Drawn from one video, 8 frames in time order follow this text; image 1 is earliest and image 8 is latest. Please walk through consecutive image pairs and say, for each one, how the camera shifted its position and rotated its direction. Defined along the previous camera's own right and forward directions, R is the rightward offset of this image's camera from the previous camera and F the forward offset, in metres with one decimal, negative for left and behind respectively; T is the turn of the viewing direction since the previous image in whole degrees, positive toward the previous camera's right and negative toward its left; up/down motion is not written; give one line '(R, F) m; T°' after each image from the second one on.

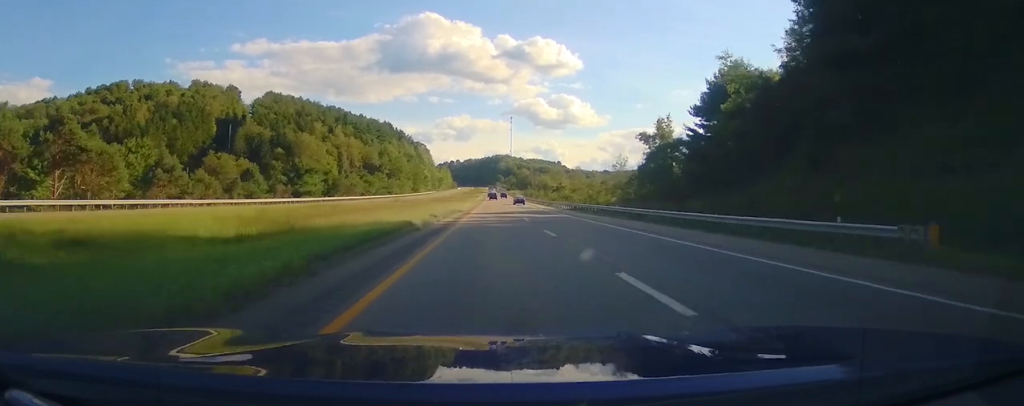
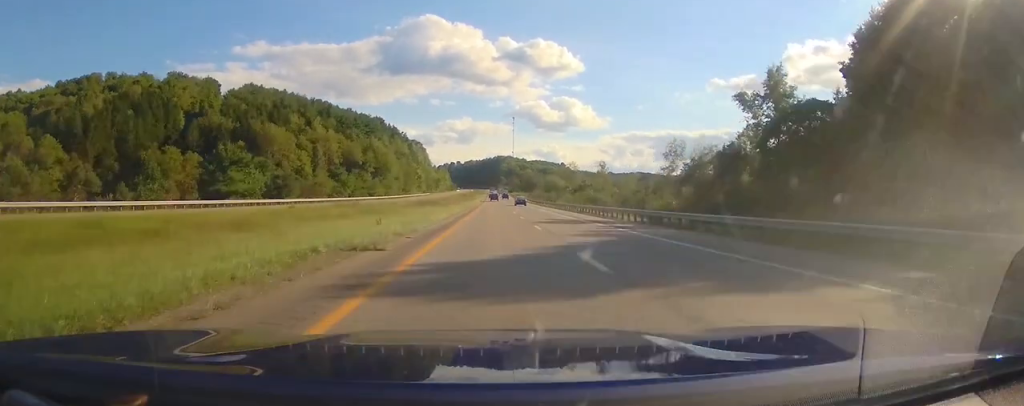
(0.0, +35.3) m; 0°
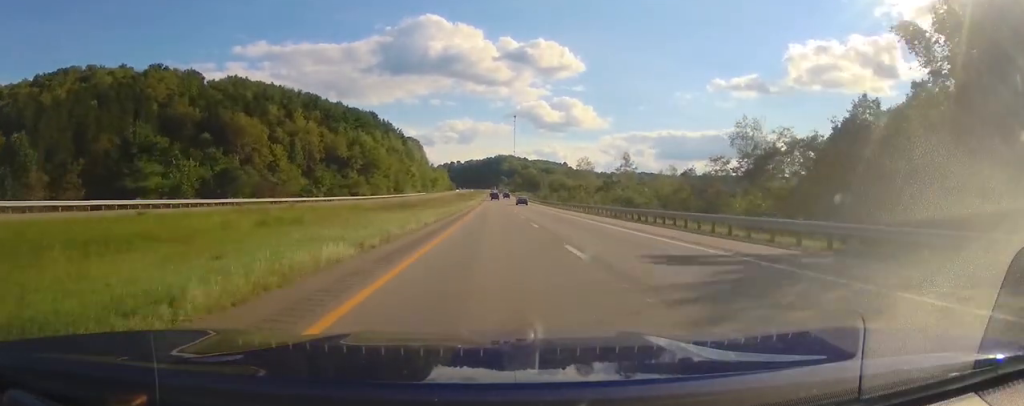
(0.0, +23.9) m; 0°
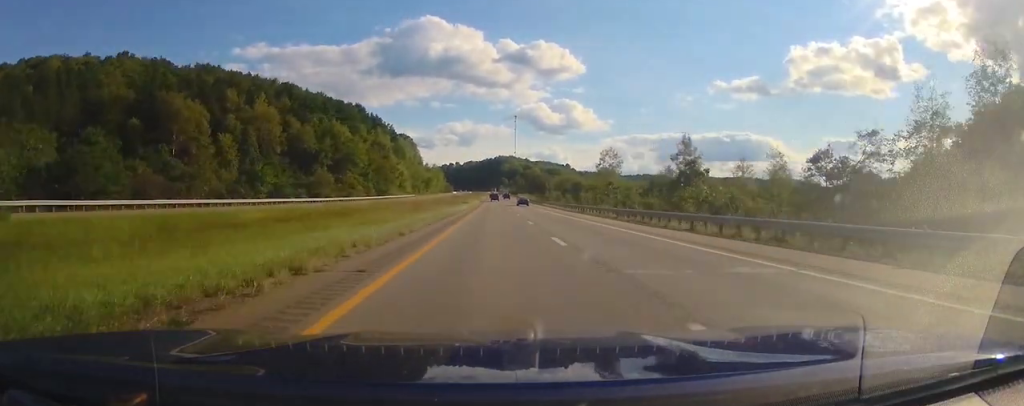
(0.0, +35.3) m; 0°
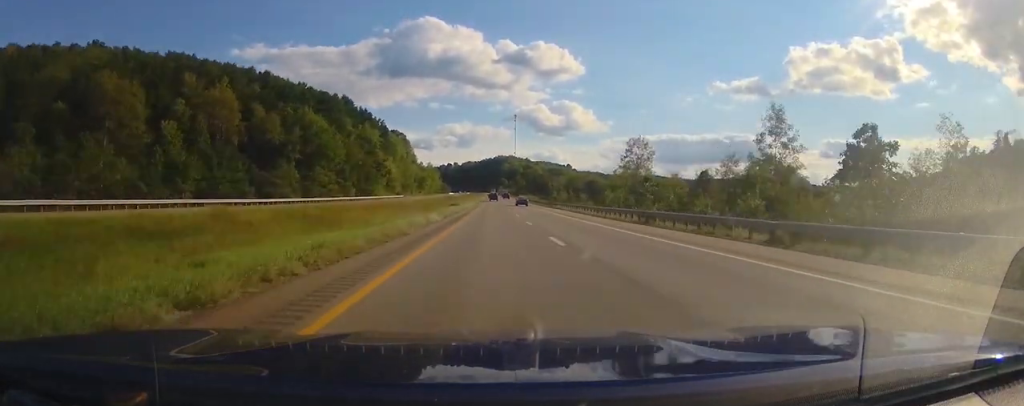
(0.0, +26.2) m; 0°
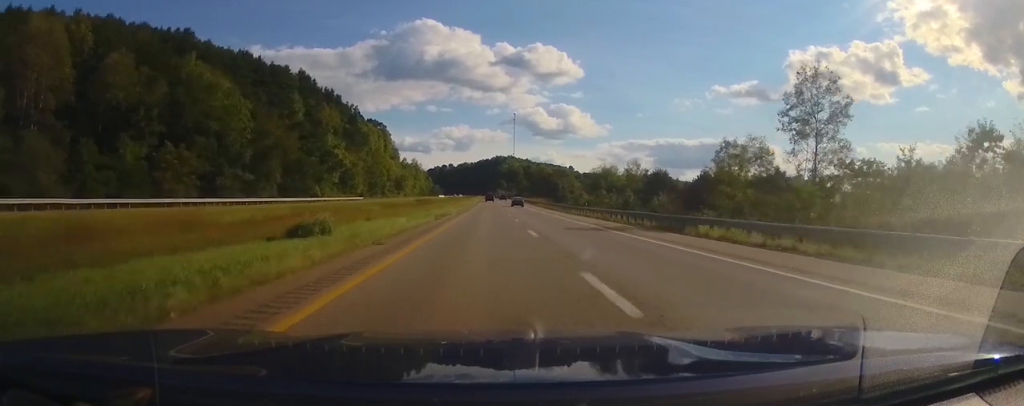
(-0.1, +60.0) m; +1°
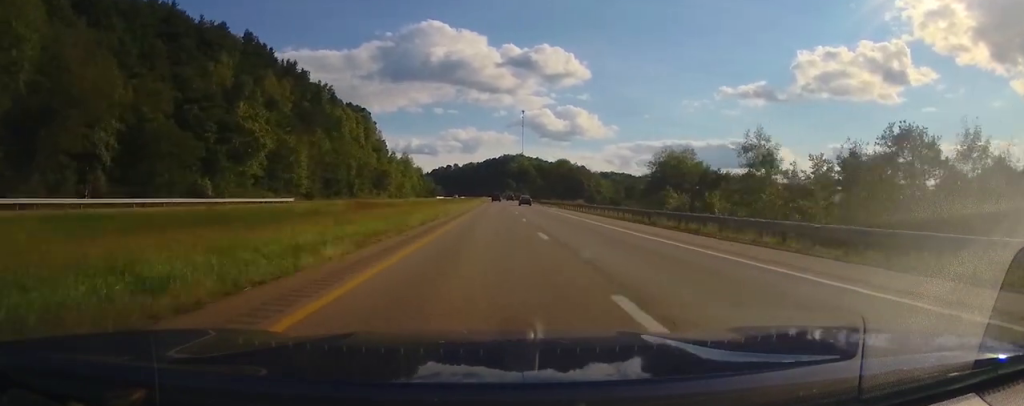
(+0.4, +53.9) m; 0°
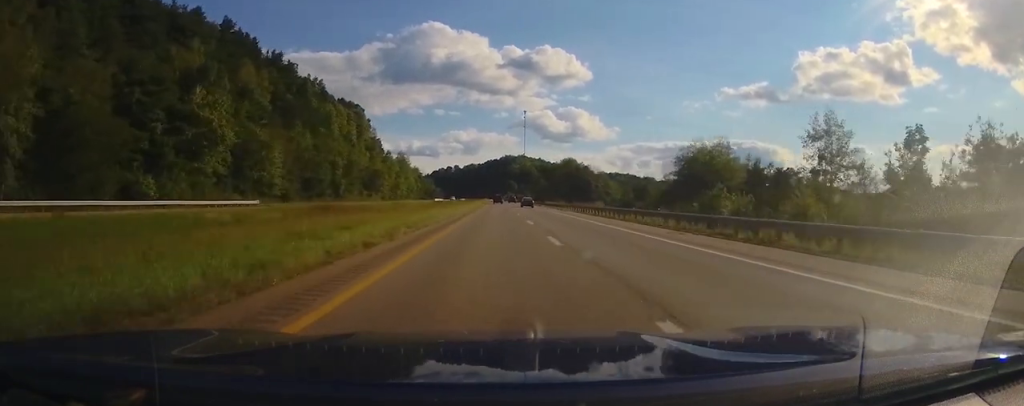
(-0.1, +14.5) m; 0°
